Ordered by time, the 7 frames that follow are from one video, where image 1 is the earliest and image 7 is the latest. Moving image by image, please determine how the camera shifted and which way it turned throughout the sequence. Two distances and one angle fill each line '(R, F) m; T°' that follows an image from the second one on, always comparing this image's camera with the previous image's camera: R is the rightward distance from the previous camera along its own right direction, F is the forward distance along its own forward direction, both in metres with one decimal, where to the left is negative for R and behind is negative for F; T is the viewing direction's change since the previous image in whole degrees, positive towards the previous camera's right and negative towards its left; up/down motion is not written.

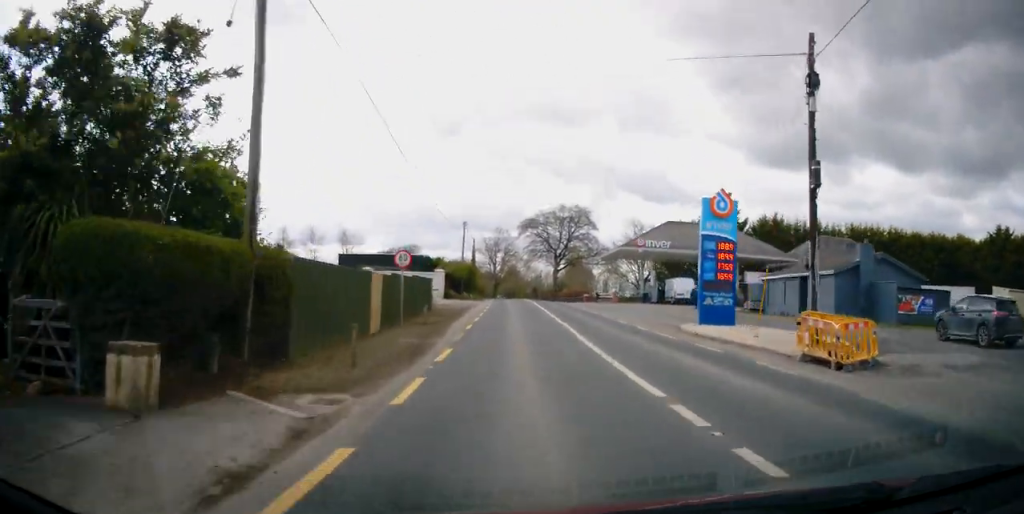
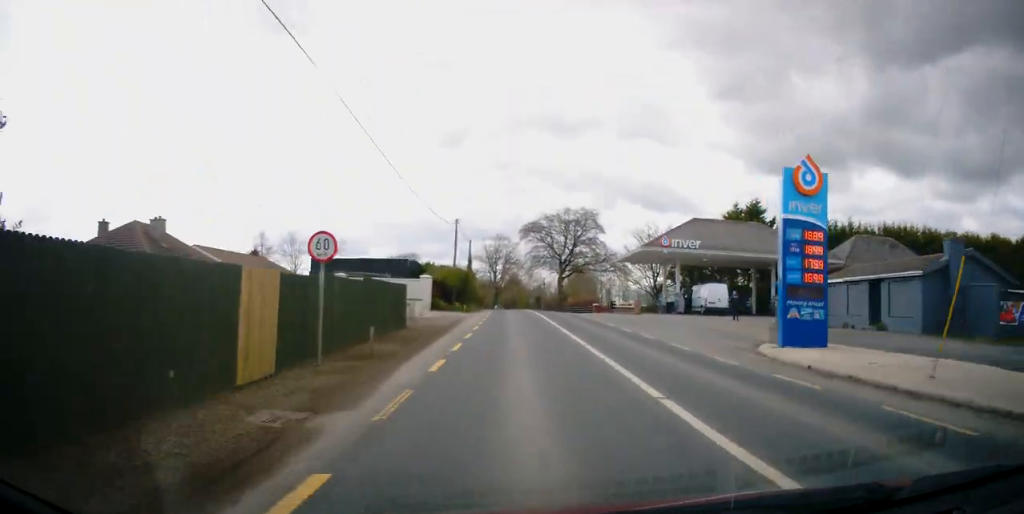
(0.0, +8.6) m; 0°
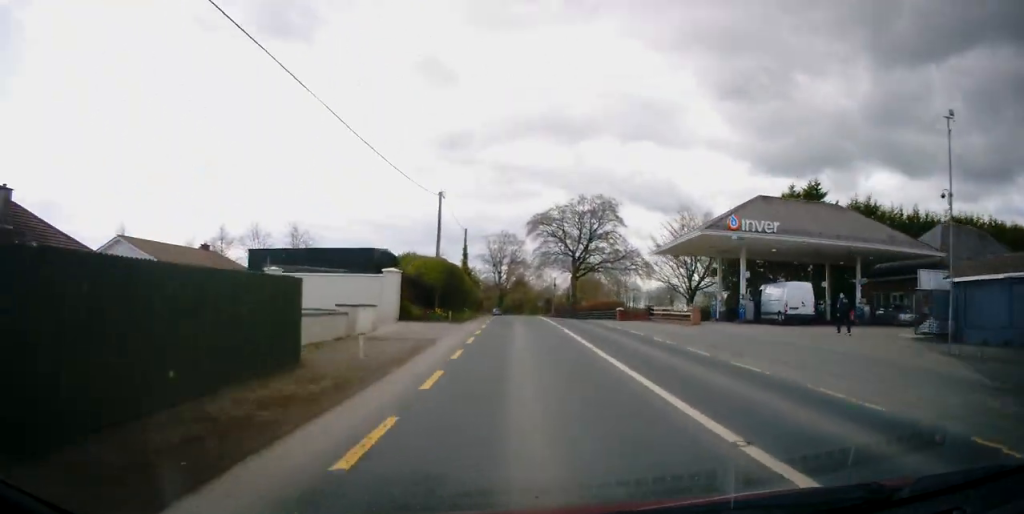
(-0.2, +13.4) m; 0°
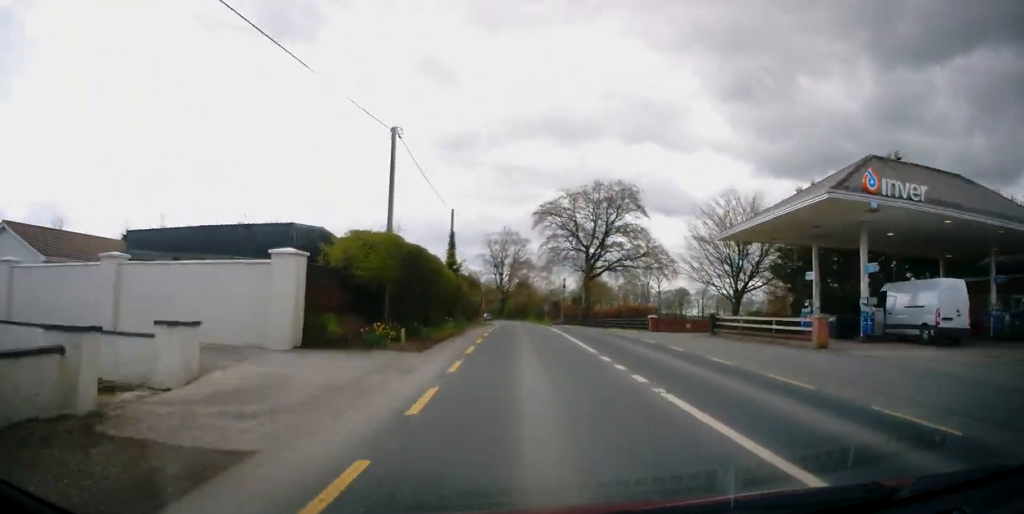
(+0.2, +13.6) m; 0°
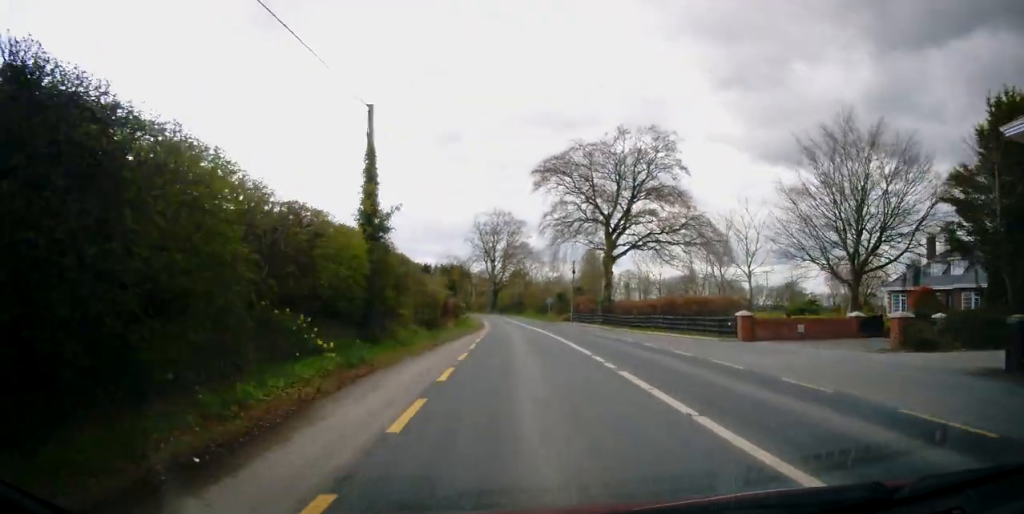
(-0.3, +21.0) m; 0°
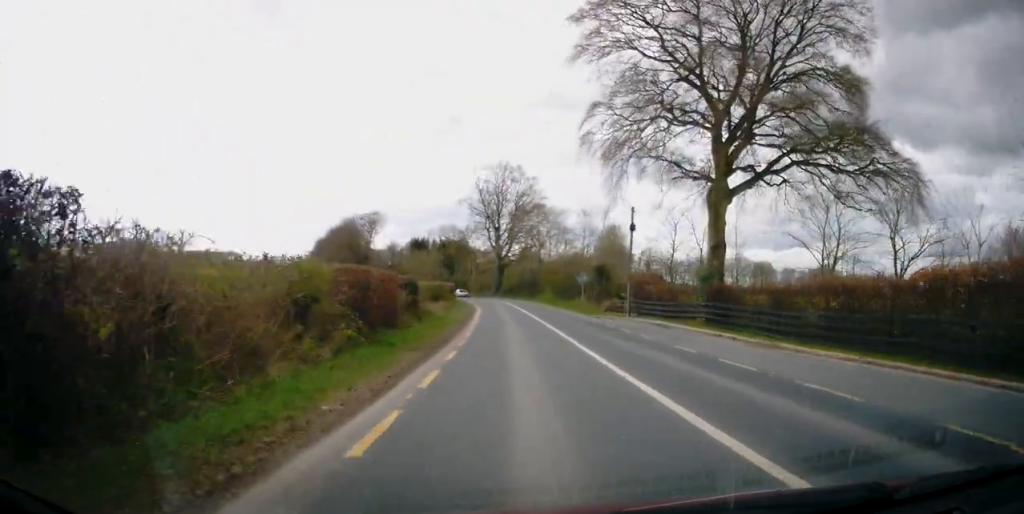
(-0.1, +29.1) m; -1°
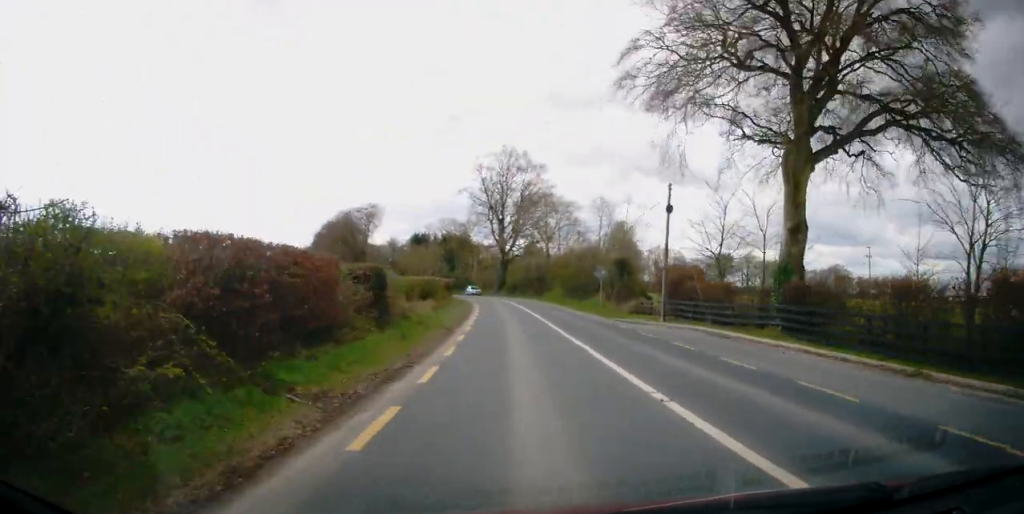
(0.0, +8.0) m; 0°
